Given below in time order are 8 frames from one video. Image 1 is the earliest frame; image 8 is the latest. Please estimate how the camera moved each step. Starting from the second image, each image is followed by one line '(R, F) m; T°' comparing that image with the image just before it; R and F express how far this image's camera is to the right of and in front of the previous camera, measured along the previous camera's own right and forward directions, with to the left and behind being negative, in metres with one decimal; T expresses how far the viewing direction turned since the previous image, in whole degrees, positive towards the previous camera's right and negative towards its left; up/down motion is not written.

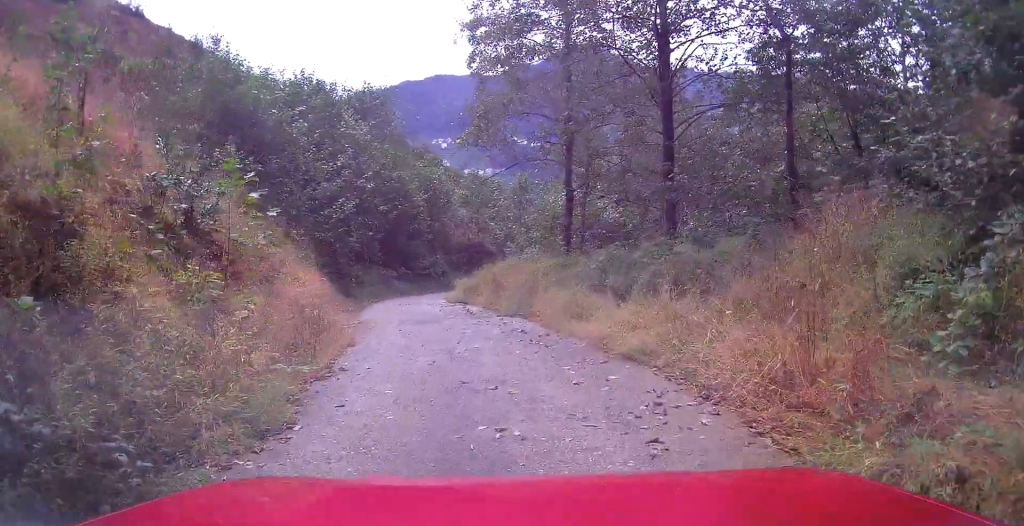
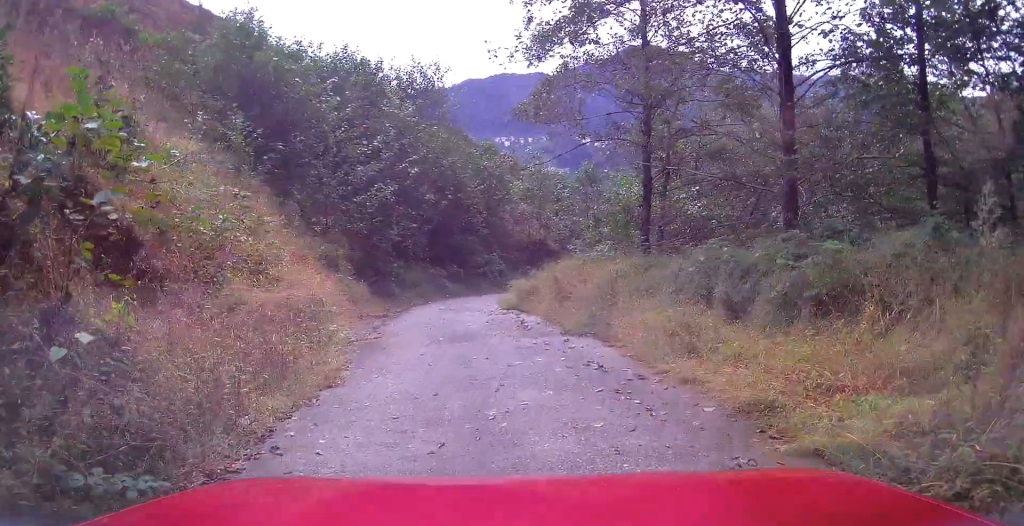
(-0.4, +3.6) m; -8°
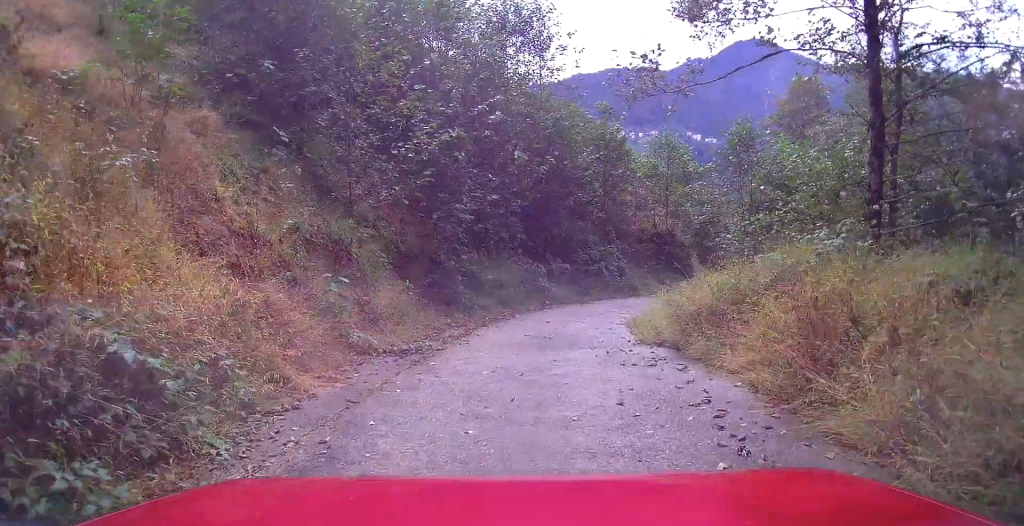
(-0.7, +7.9) m; -9°
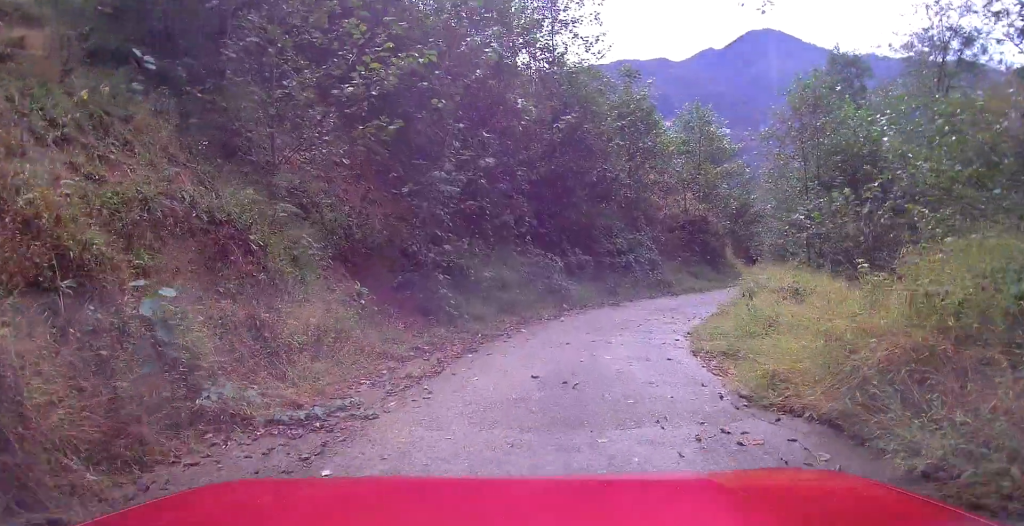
(-0.1, +4.4) m; -1°
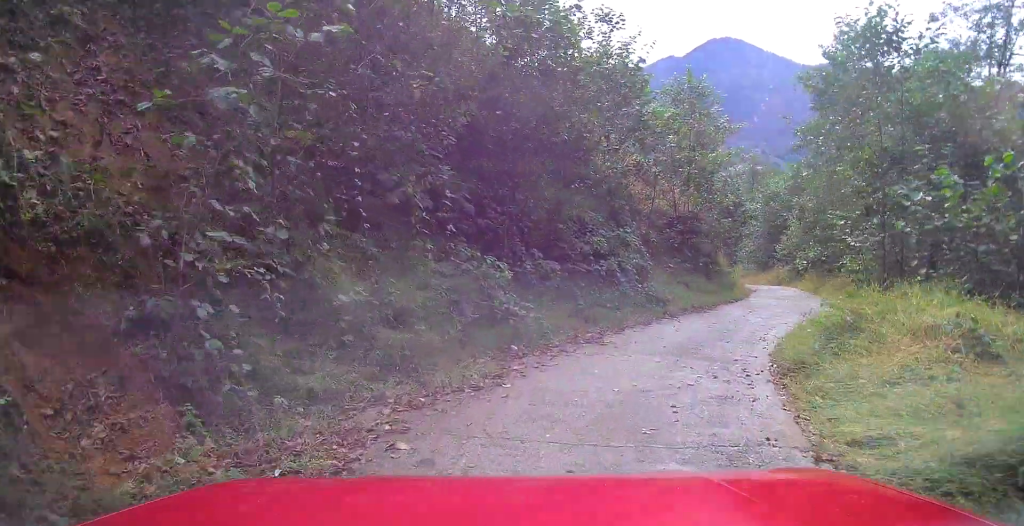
(+0.1, +6.4) m; +5°
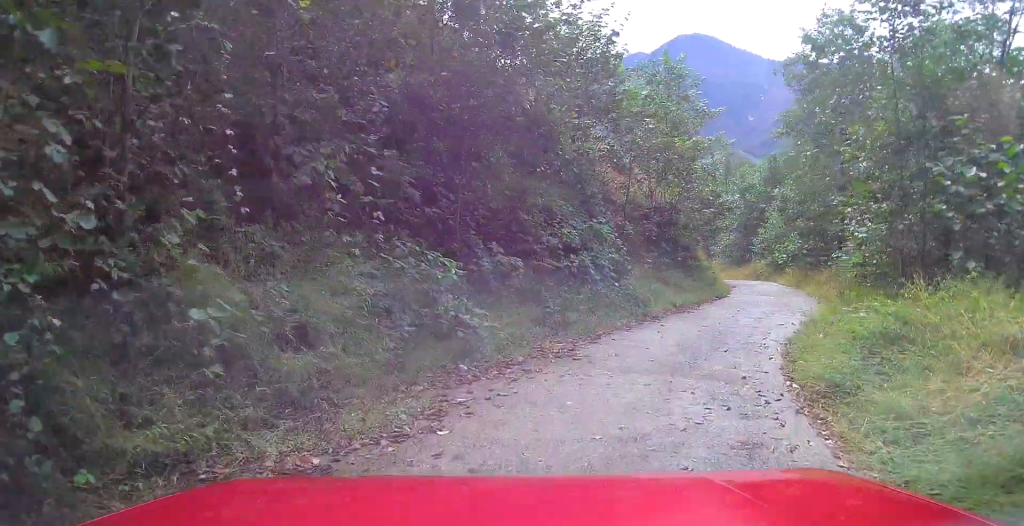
(+0.1, +1.8) m; +3°
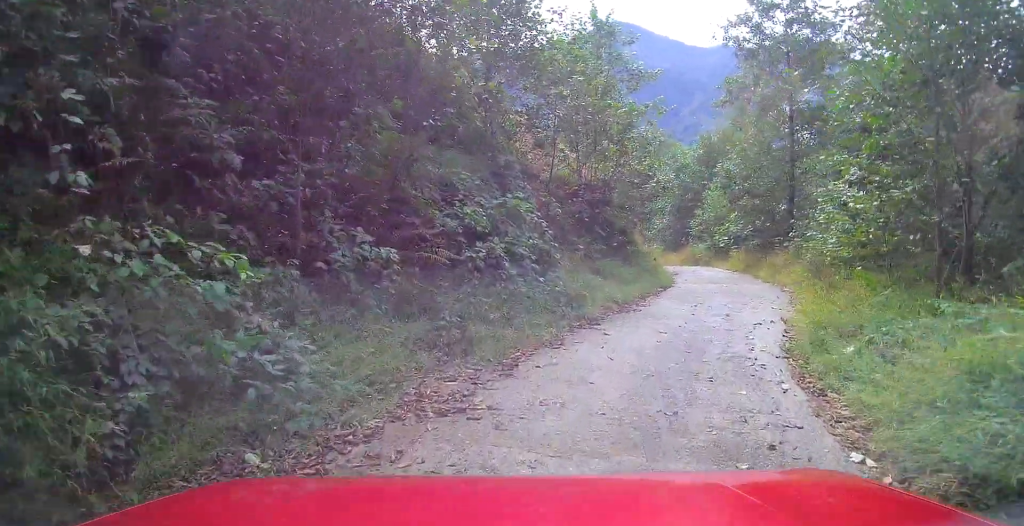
(+0.1, +3.1) m; +7°
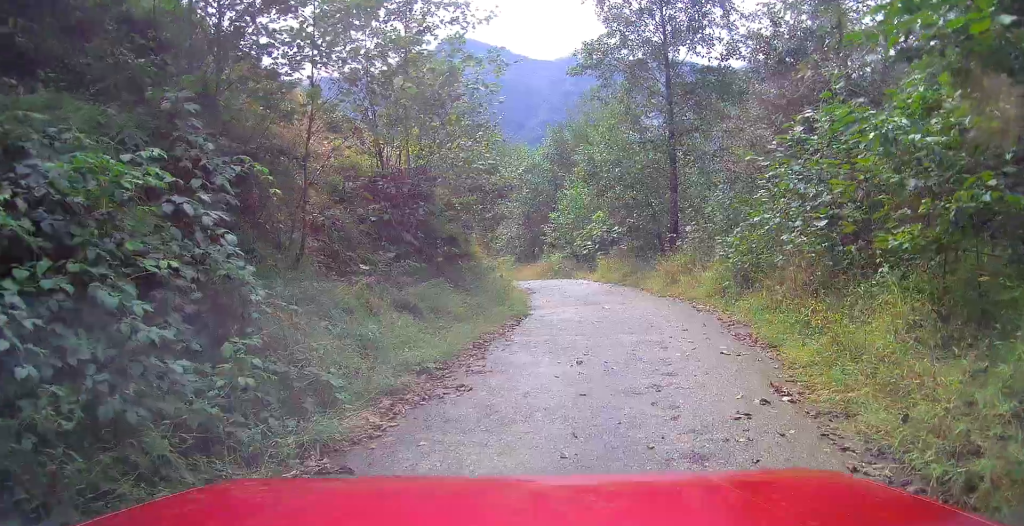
(+0.9, +5.6) m; +15°
